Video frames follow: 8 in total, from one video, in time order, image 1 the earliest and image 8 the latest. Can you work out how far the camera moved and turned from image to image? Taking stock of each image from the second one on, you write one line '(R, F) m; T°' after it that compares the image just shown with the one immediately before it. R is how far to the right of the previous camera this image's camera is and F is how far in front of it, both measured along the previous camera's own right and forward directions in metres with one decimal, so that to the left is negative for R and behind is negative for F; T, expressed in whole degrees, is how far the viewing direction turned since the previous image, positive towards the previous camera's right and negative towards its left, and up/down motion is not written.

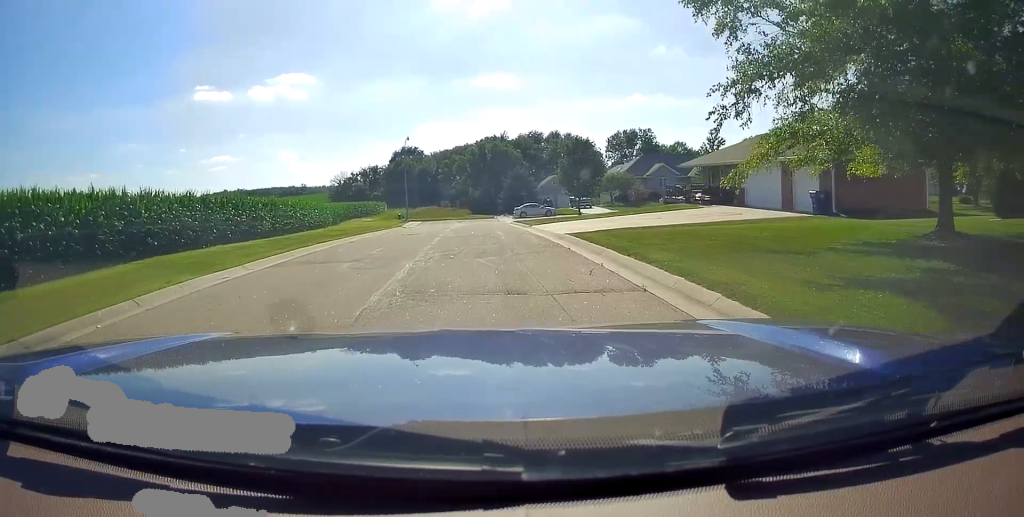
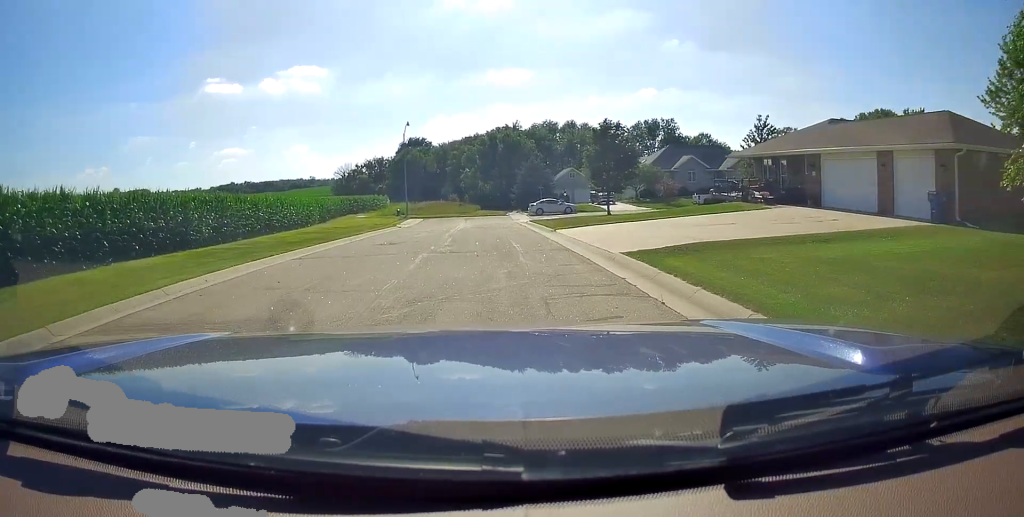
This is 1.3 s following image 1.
(0.0, +8.2) m; 0°
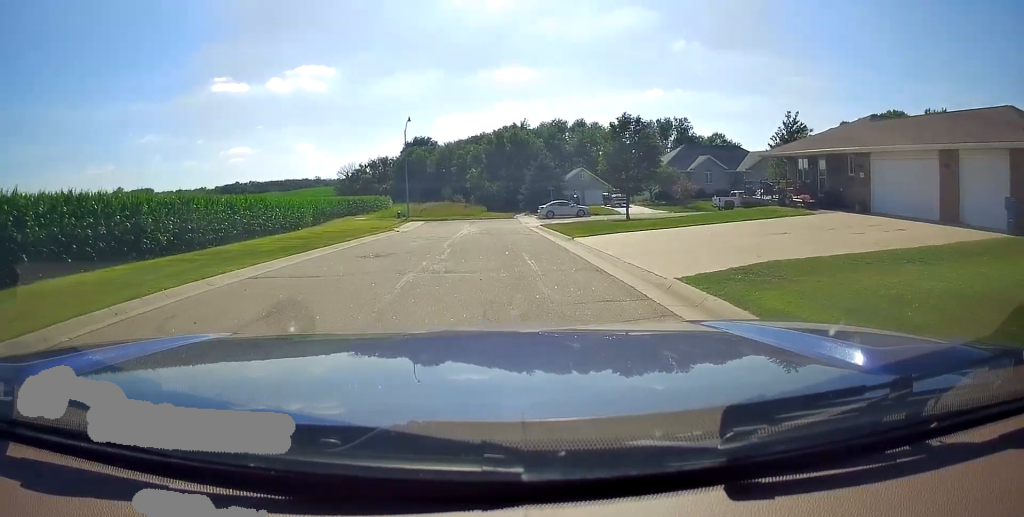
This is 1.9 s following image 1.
(0.0, +3.8) m; 0°
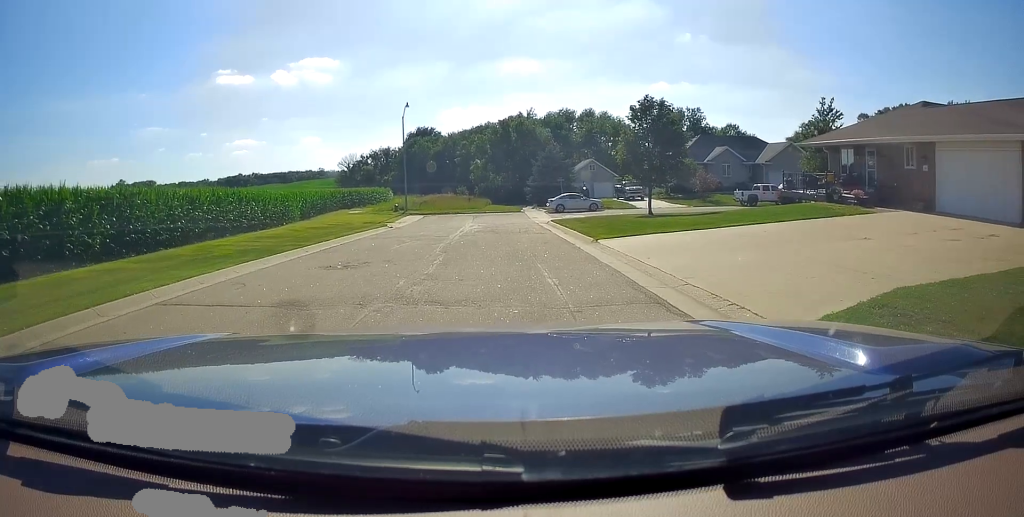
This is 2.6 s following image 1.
(0.0, +4.2) m; 0°
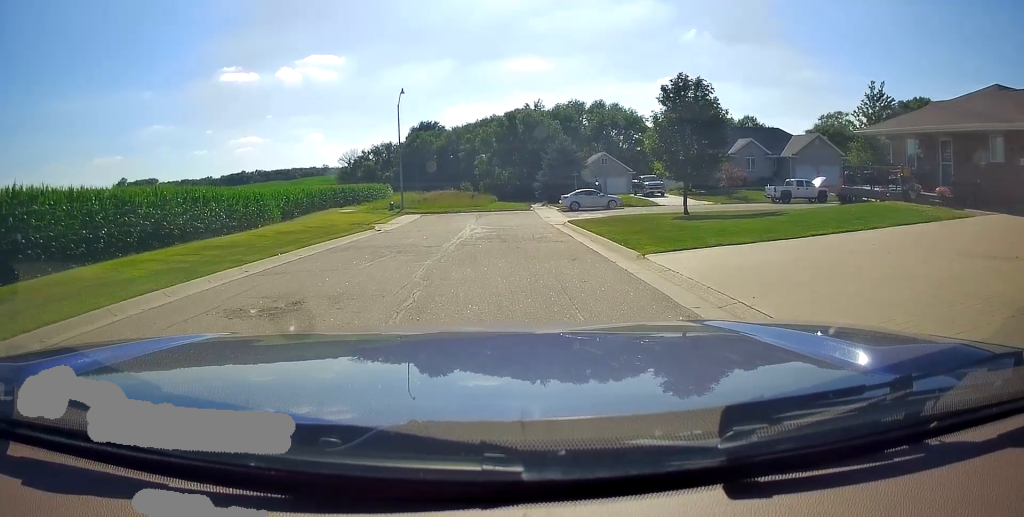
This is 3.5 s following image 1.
(0.0, +5.2) m; 0°
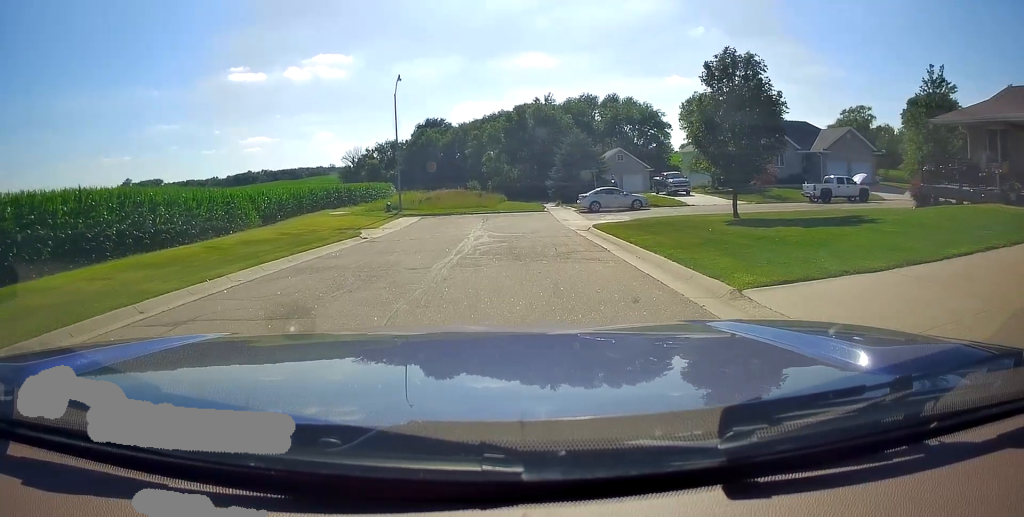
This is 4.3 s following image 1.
(0.0, +5.0) m; 0°
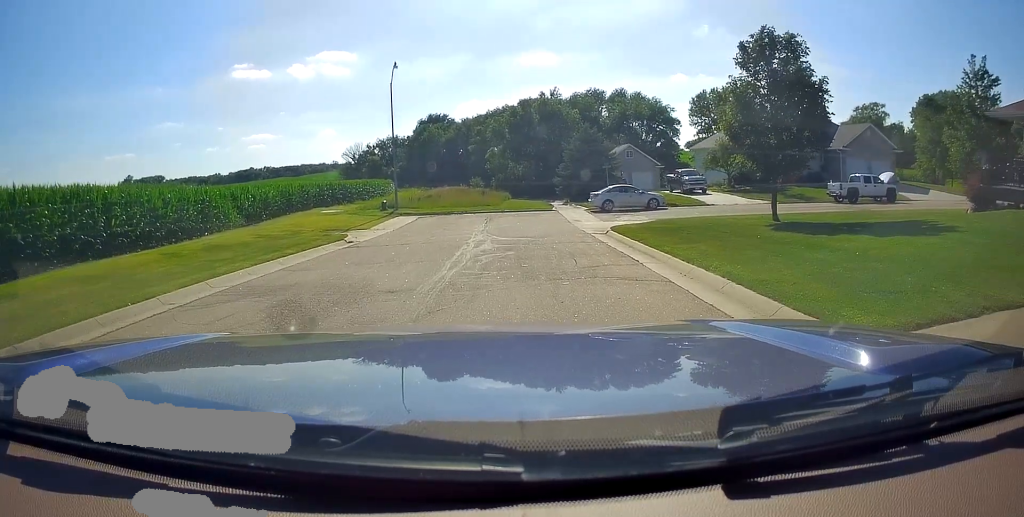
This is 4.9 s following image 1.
(0.0, +3.2) m; 0°
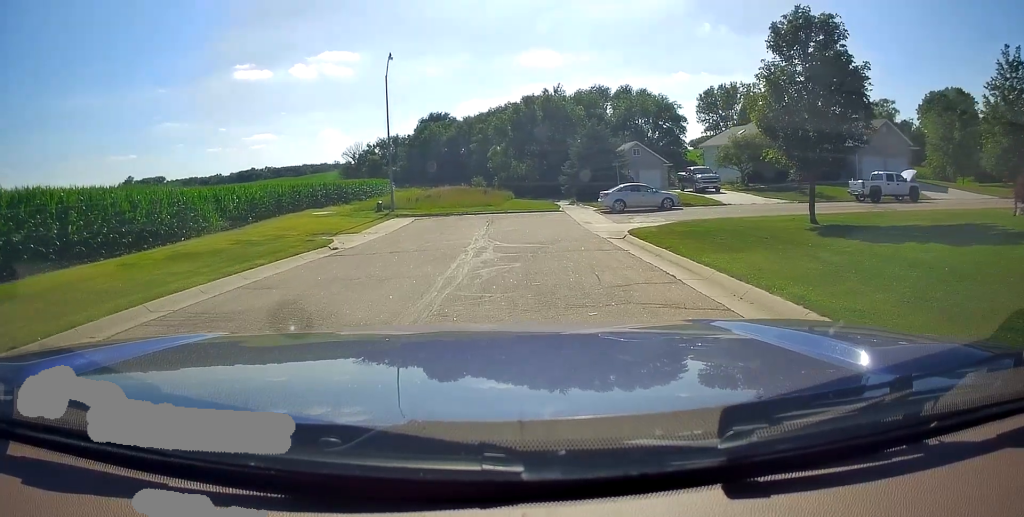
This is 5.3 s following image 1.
(0.0, +2.5) m; 0°
